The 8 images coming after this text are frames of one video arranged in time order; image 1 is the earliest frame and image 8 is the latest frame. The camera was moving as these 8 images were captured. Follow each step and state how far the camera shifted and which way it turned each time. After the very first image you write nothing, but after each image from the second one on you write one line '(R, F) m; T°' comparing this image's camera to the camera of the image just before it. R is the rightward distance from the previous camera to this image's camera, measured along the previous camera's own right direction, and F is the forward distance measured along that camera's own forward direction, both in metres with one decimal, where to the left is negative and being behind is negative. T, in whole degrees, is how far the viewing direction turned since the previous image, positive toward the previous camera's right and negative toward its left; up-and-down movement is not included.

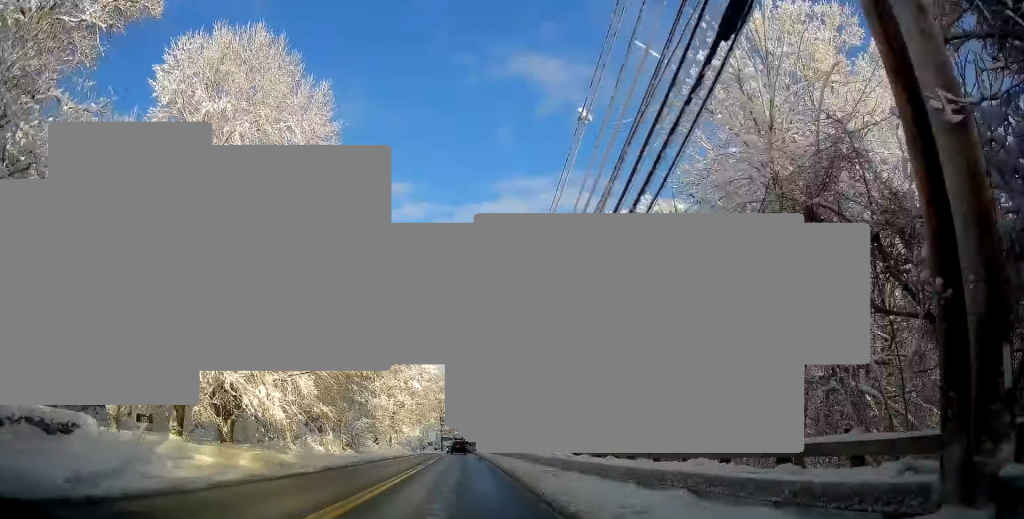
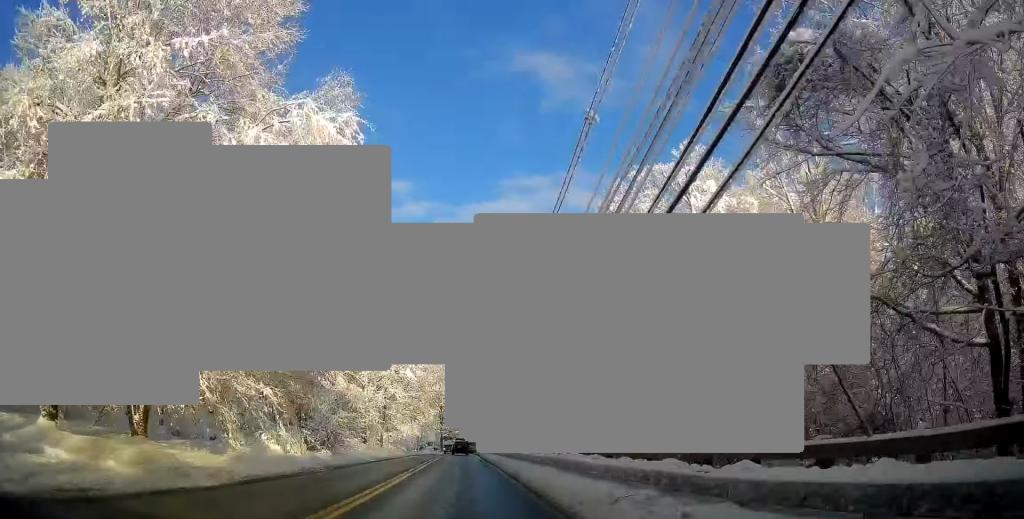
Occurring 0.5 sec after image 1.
(0.0, +8.6) m; 0°
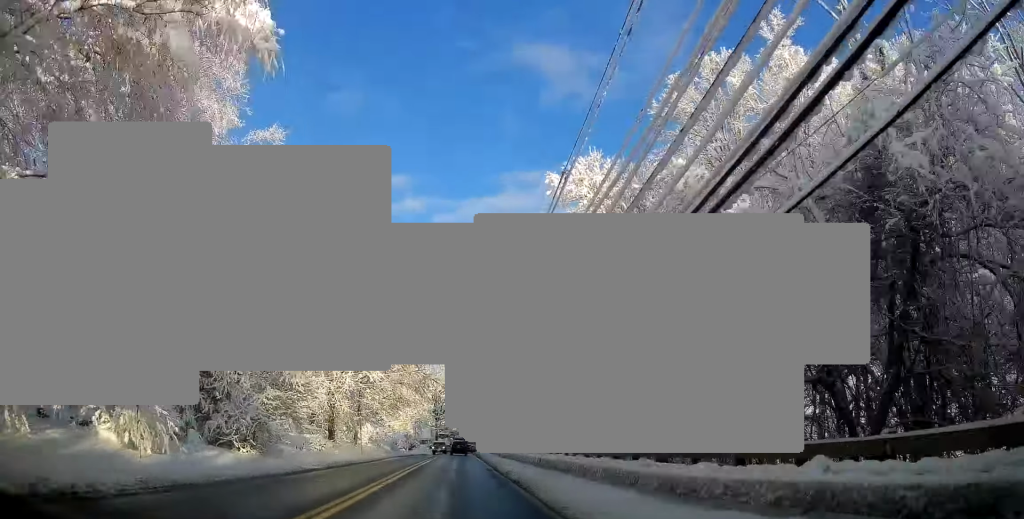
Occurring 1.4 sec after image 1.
(+0.1, +13.4) m; 0°
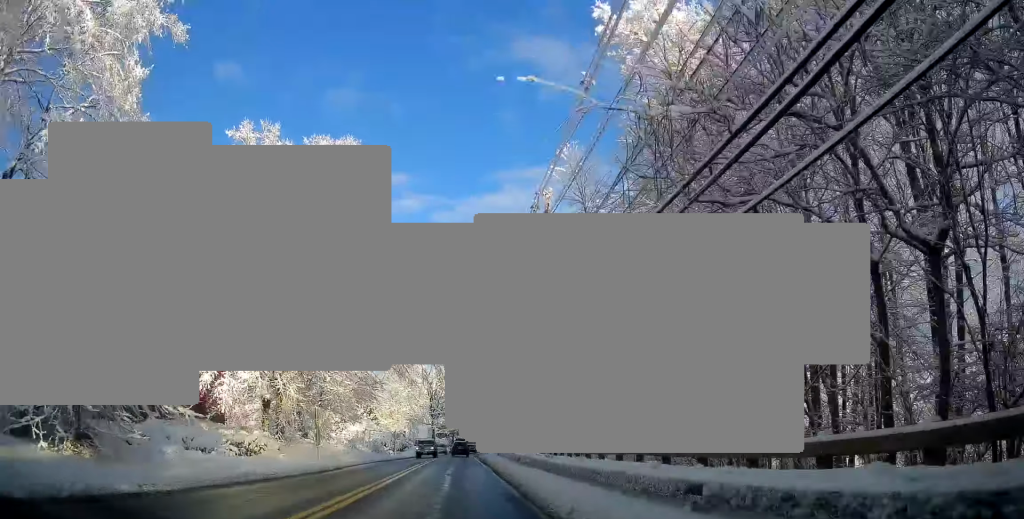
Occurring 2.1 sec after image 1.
(+0.1, +12.5) m; -1°
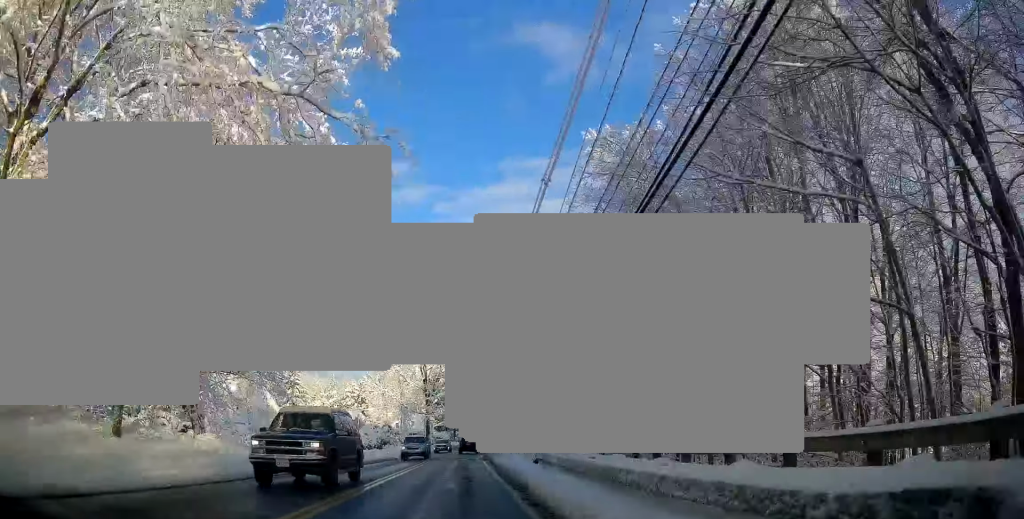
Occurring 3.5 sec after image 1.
(-0.7, +23.0) m; -2°
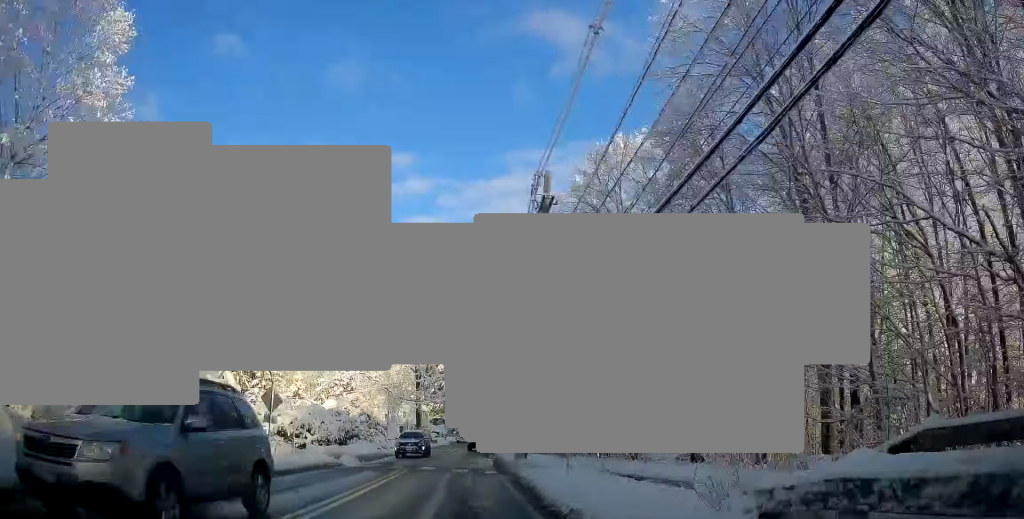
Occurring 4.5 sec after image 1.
(+0.1, +18.3) m; +2°
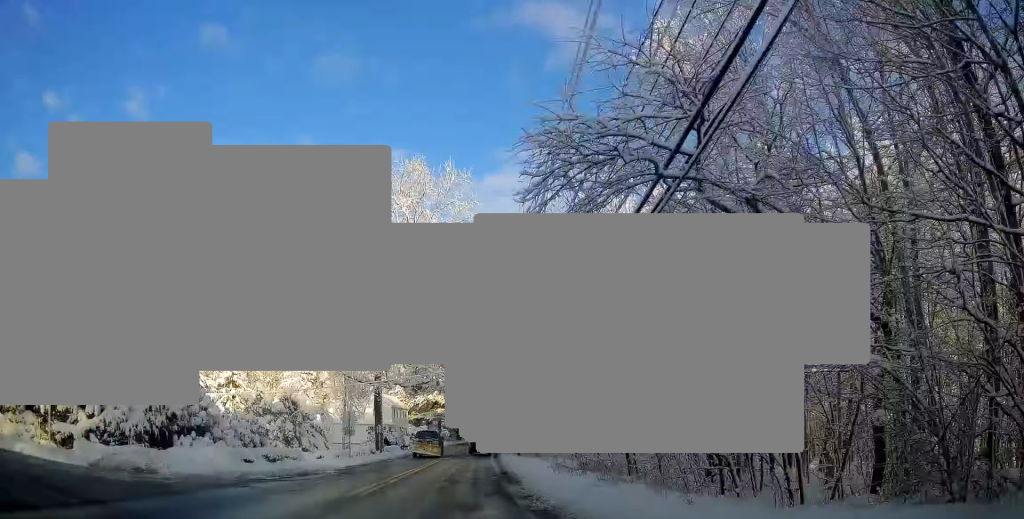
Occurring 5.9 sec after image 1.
(+0.5, +25.1) m; -1°
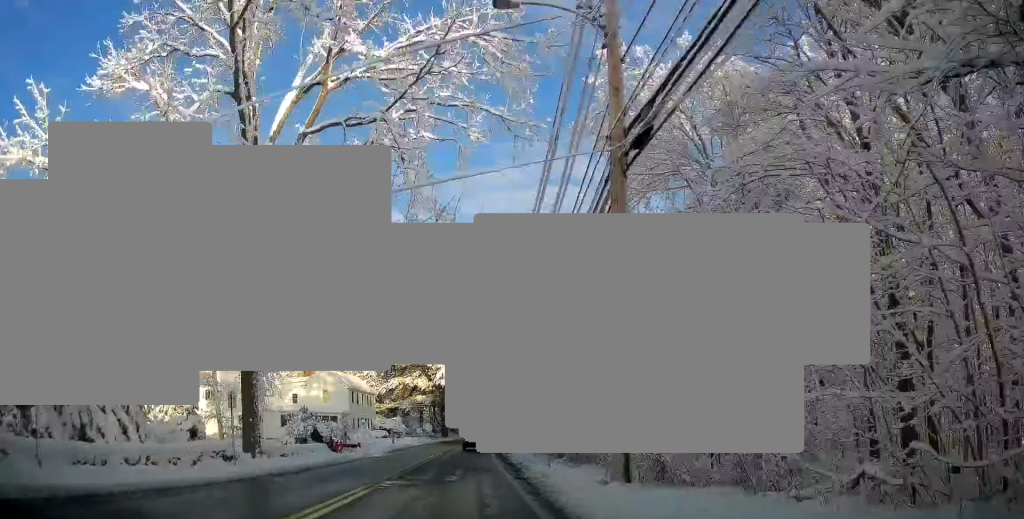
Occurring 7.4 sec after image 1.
(-0.4, +25.3) m; 0°
